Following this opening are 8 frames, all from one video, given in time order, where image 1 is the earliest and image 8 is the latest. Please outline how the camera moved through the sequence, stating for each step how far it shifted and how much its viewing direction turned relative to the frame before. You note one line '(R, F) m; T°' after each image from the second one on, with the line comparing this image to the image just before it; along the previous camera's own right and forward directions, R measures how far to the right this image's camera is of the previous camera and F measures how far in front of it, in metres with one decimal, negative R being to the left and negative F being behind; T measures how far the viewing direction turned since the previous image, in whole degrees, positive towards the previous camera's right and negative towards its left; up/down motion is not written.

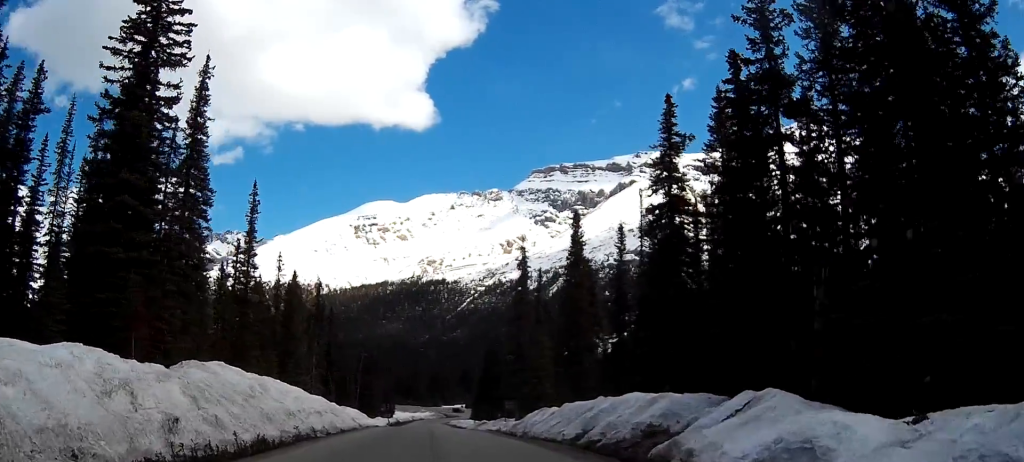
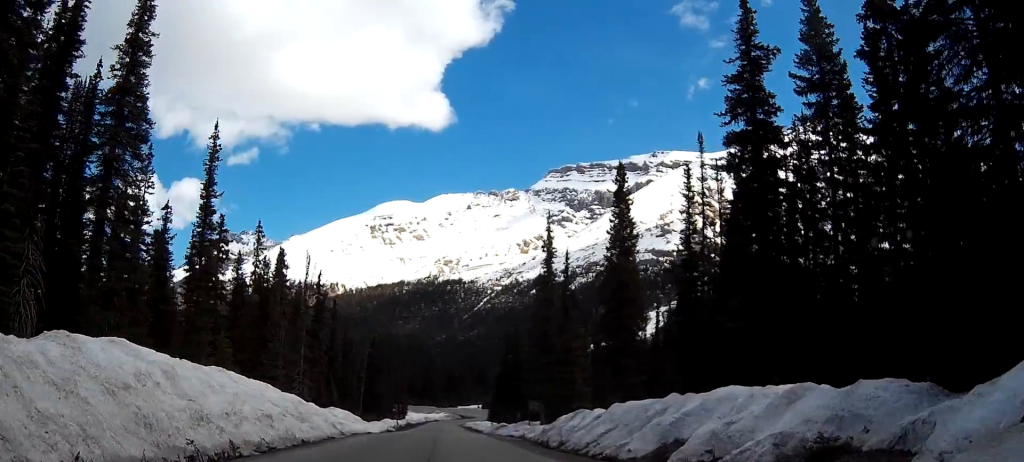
(-0.3, +12.0) m; -2°
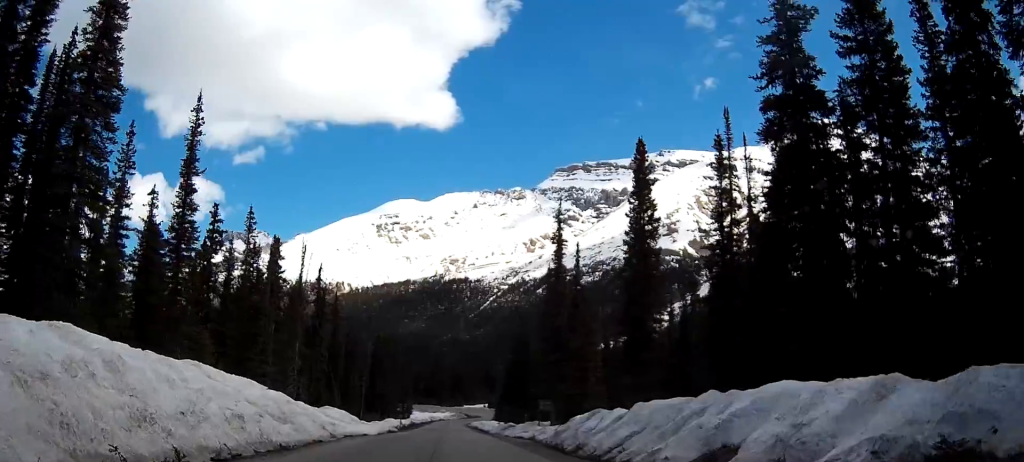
(0.0, +4.0) m; 0°
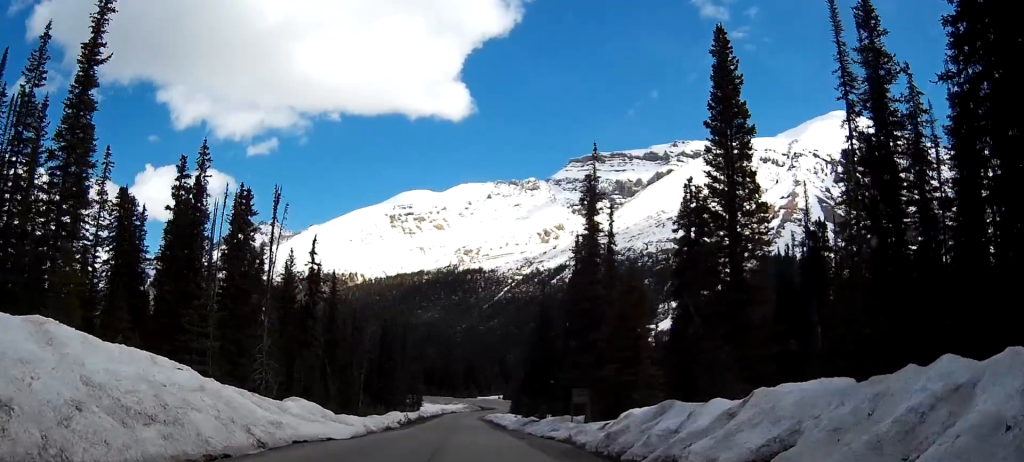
(0.0, +12.8) m; 0°
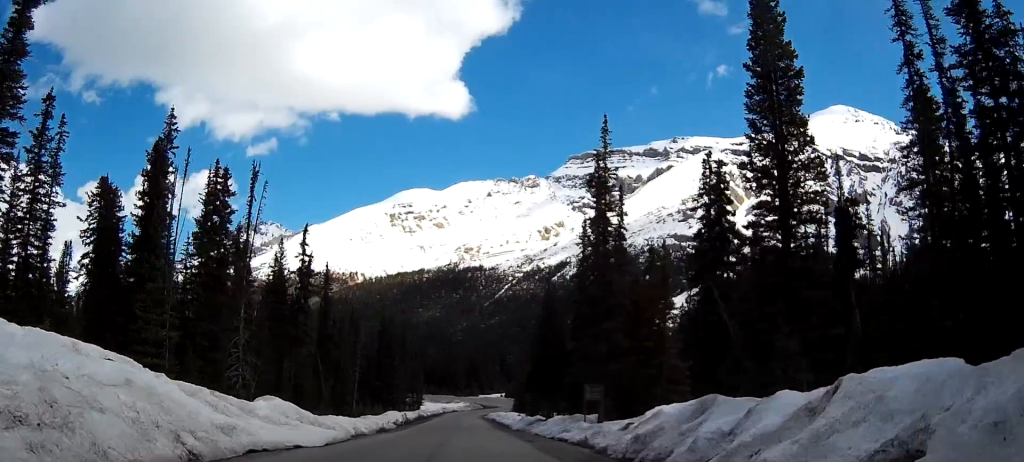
(0.0, +5.1) m; 0°
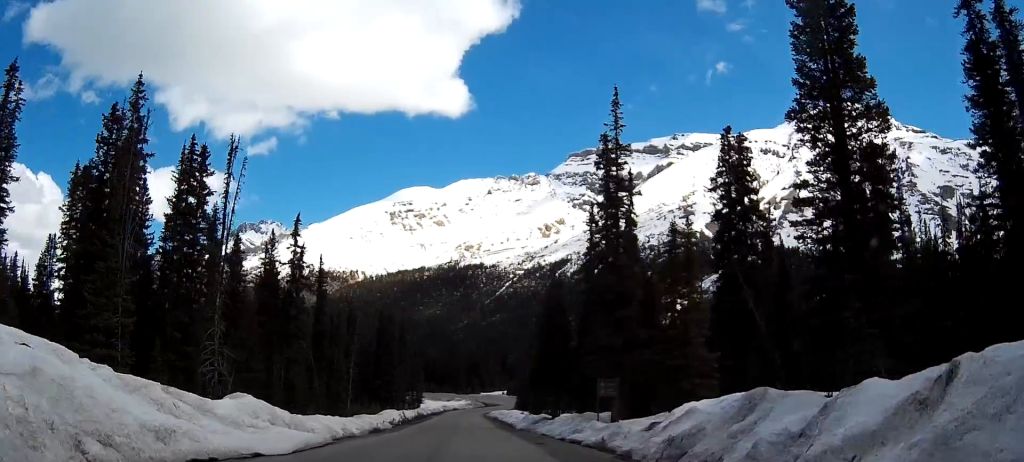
(0.0, +4.3) m; 0°
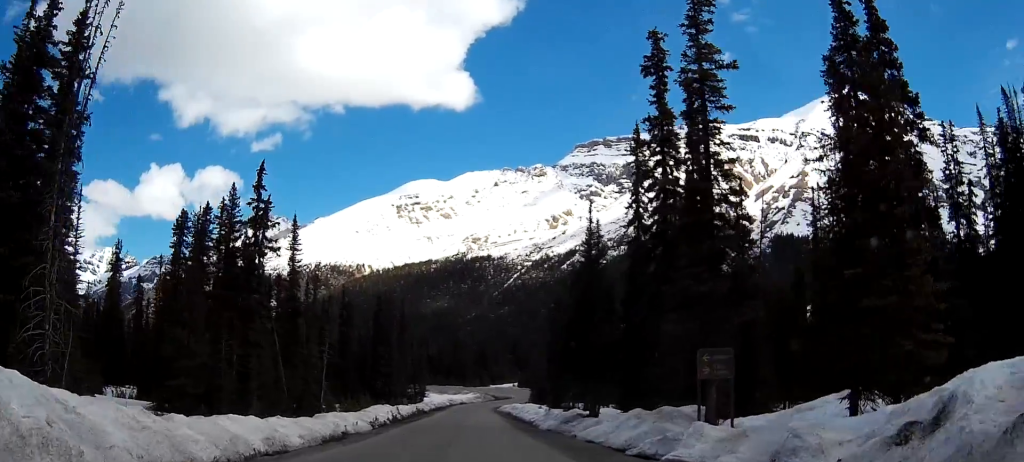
(-0.2, +17.3) m; -1°
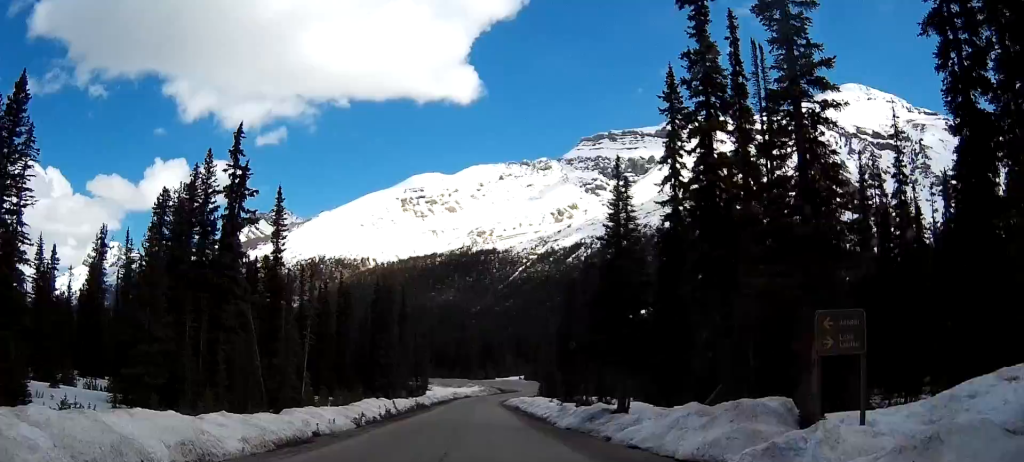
(0.0, +8.6) m; 0°
